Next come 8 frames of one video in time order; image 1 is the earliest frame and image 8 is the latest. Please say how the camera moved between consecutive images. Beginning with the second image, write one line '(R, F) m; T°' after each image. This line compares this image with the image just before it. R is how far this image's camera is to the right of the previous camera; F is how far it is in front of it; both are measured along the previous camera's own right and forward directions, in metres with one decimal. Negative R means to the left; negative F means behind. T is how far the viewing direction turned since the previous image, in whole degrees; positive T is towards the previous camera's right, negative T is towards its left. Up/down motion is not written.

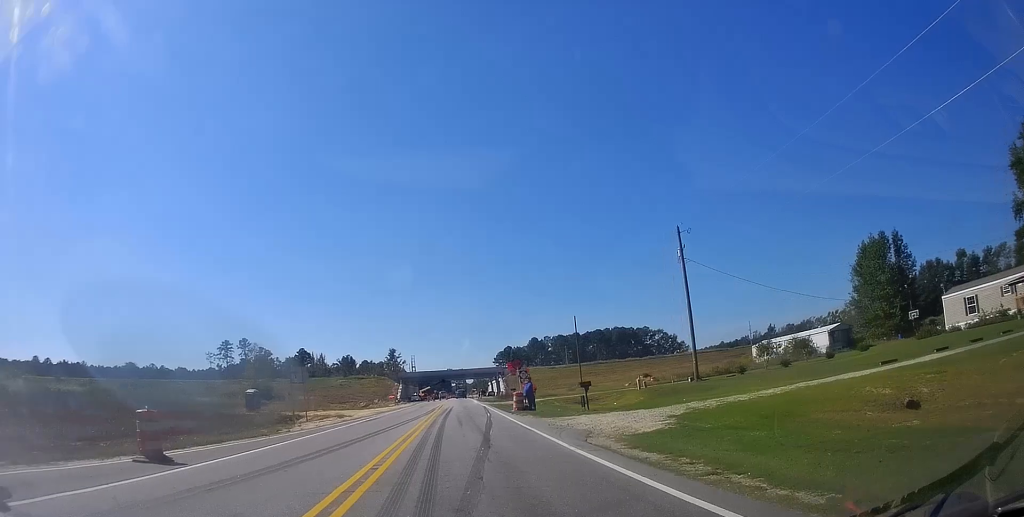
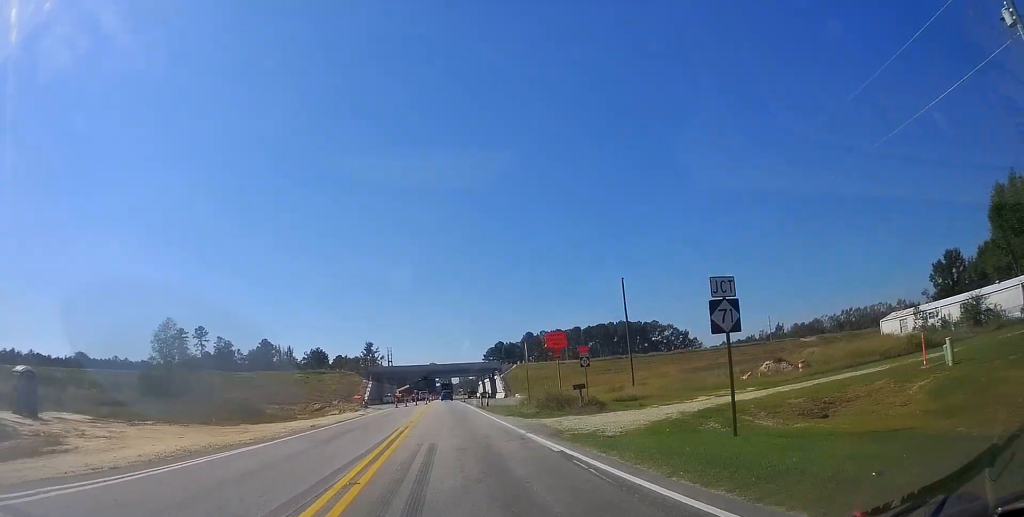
(-0.7, +33.3) m; -2°
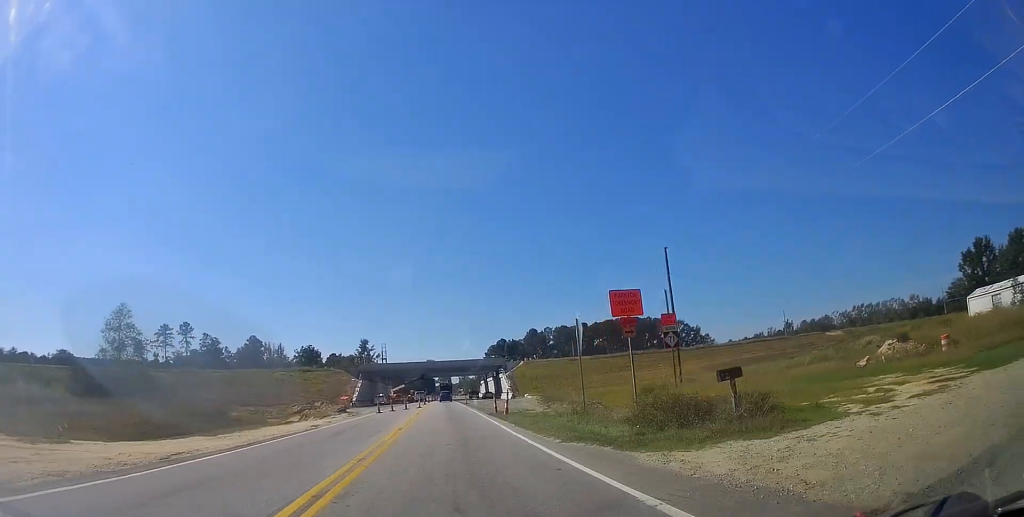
(0.0, +13.3) m; 0°
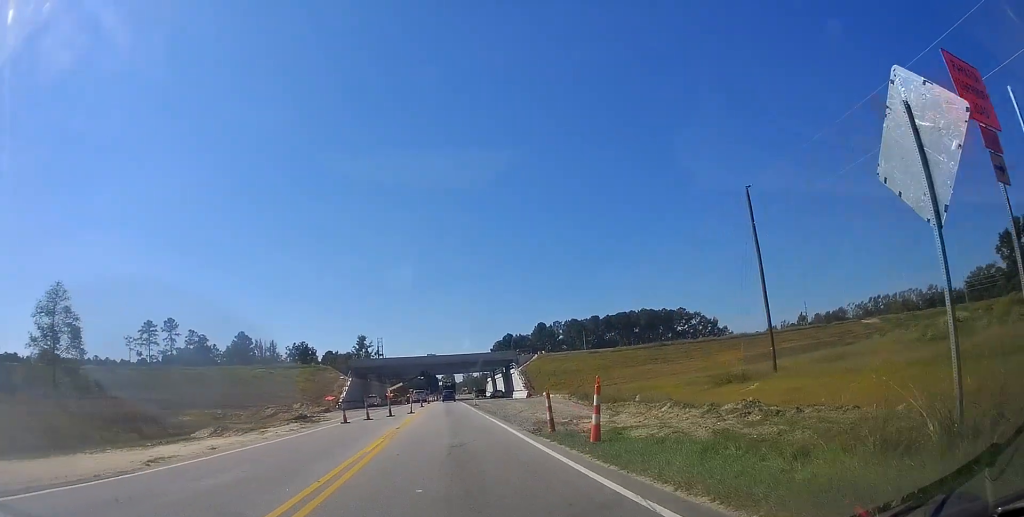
(0.0, +14.6) m; 0°
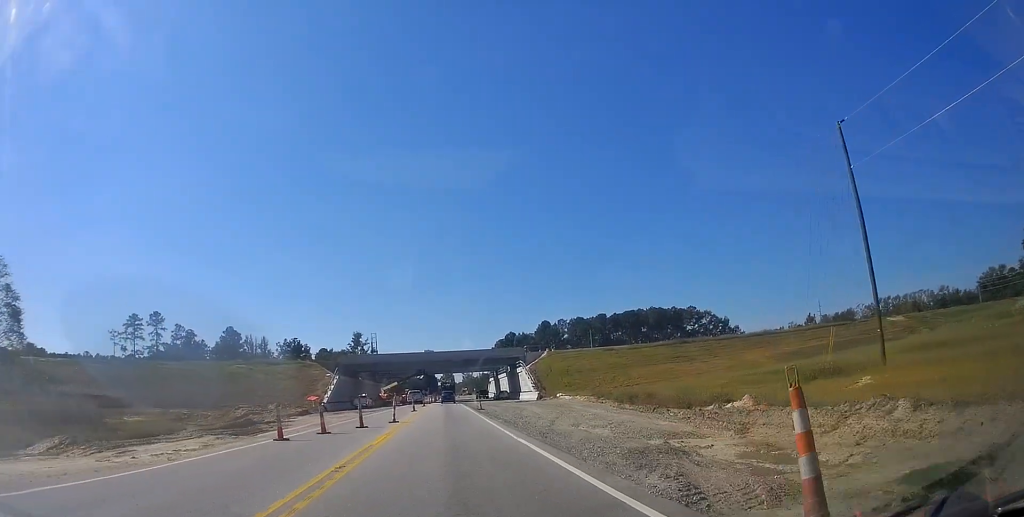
(0.0, +10.2) m; 0°
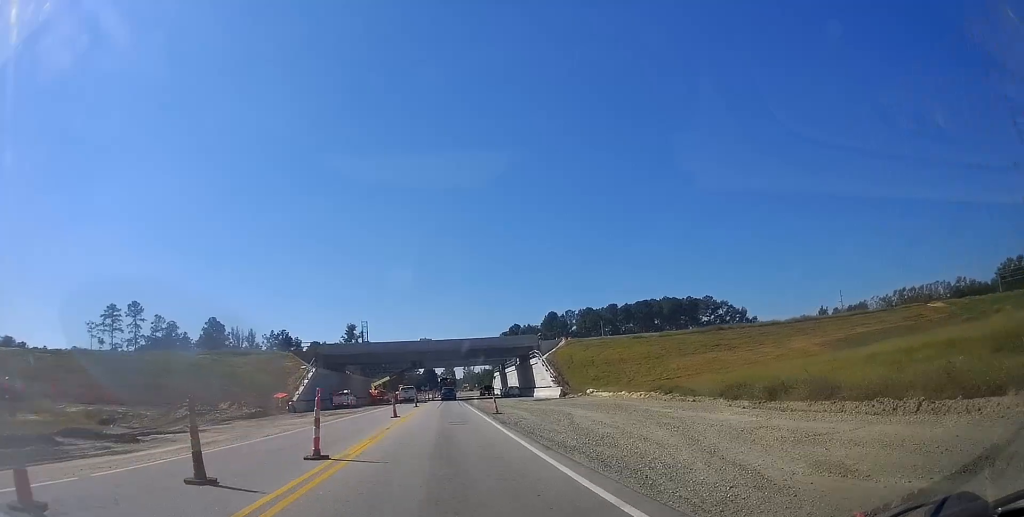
(0.0, +14.3) m; 0°
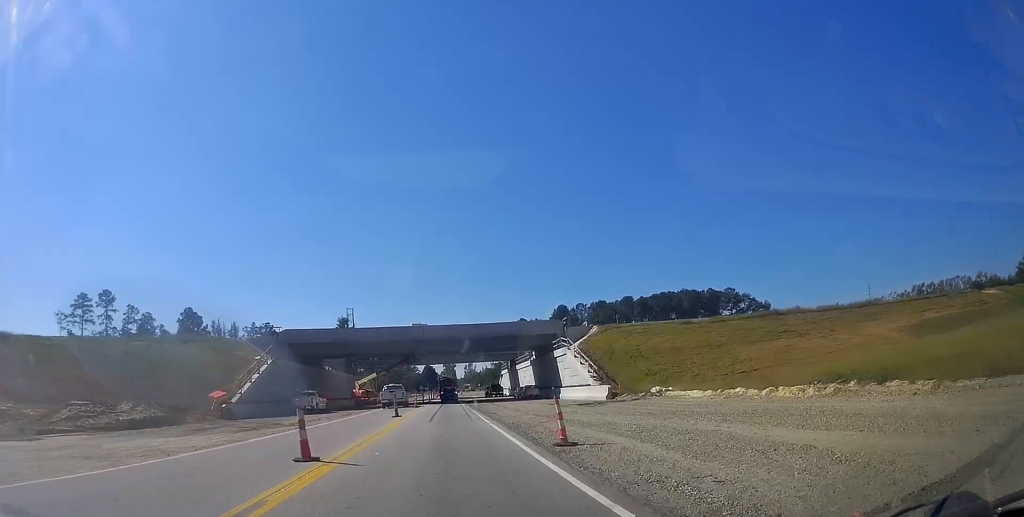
(0.0, +17.1) m; 0°
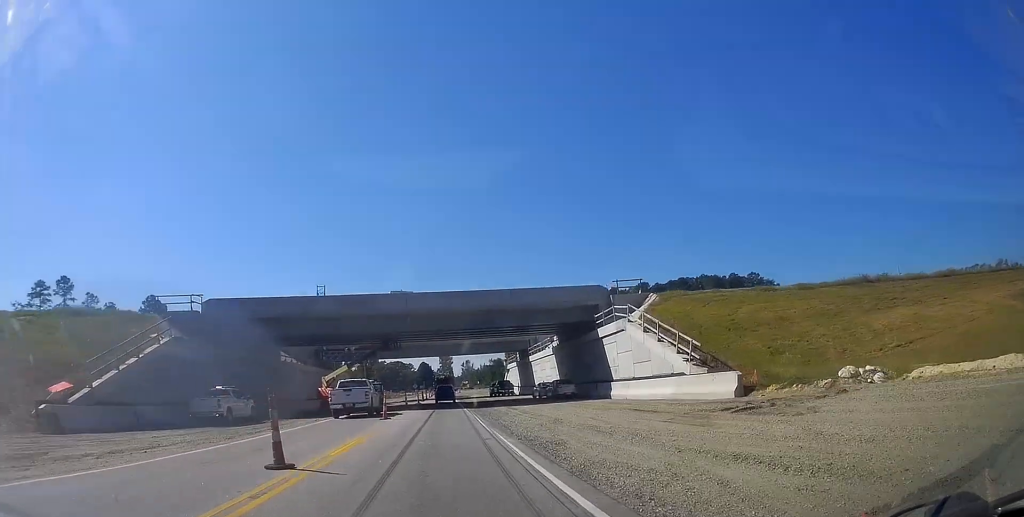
(0.0, +19.6) m; 0°
